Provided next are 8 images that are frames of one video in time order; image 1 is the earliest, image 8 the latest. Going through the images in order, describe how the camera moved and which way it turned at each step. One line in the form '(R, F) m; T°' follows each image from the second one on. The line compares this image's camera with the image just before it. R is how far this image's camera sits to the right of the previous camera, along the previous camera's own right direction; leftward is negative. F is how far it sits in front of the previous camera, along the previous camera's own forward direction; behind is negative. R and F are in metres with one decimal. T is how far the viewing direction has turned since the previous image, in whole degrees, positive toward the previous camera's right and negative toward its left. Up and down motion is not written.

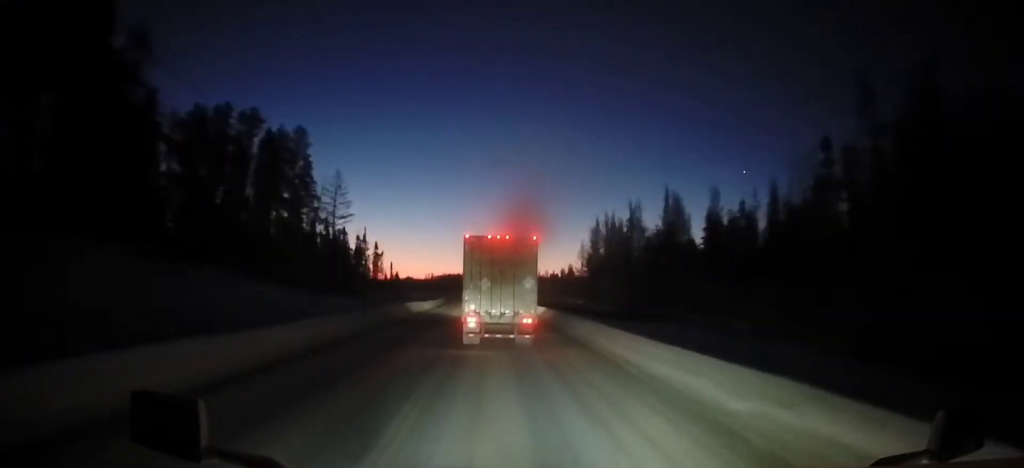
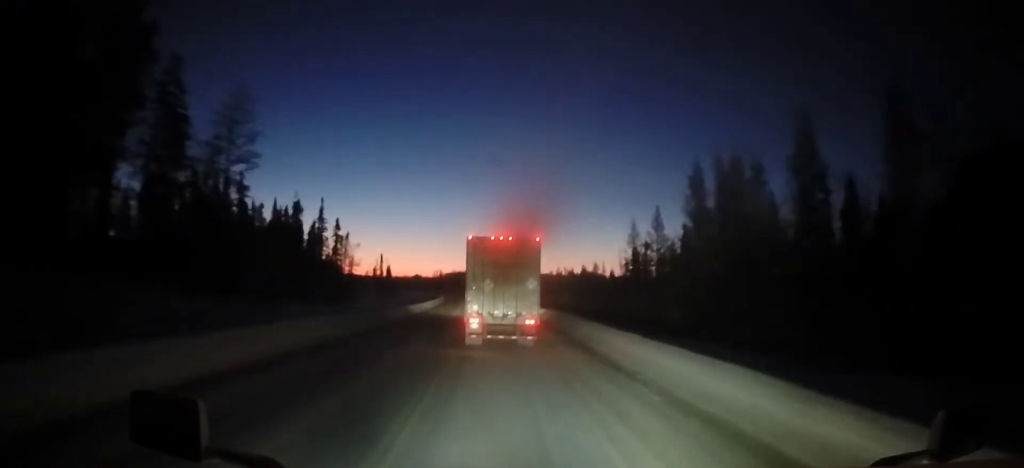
(-0.2, +38.1) m; -2°
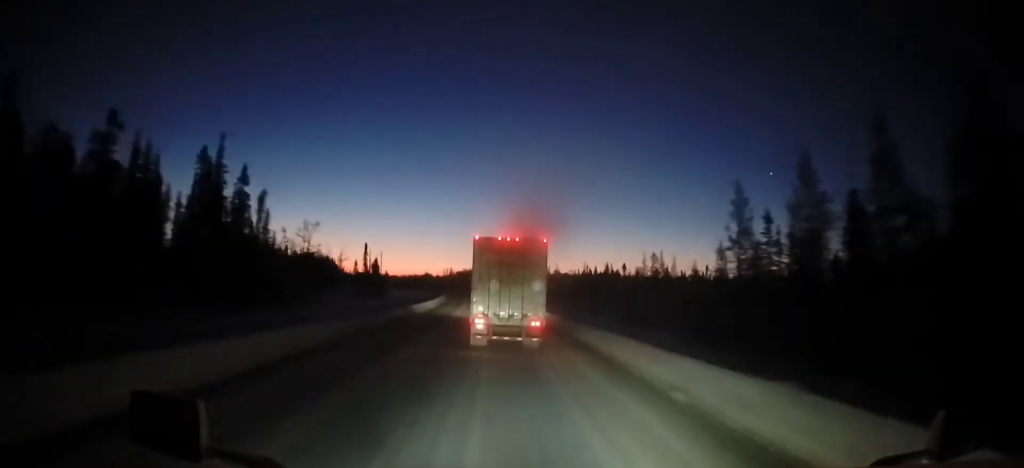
(-1.1, +36.6) m; -1°
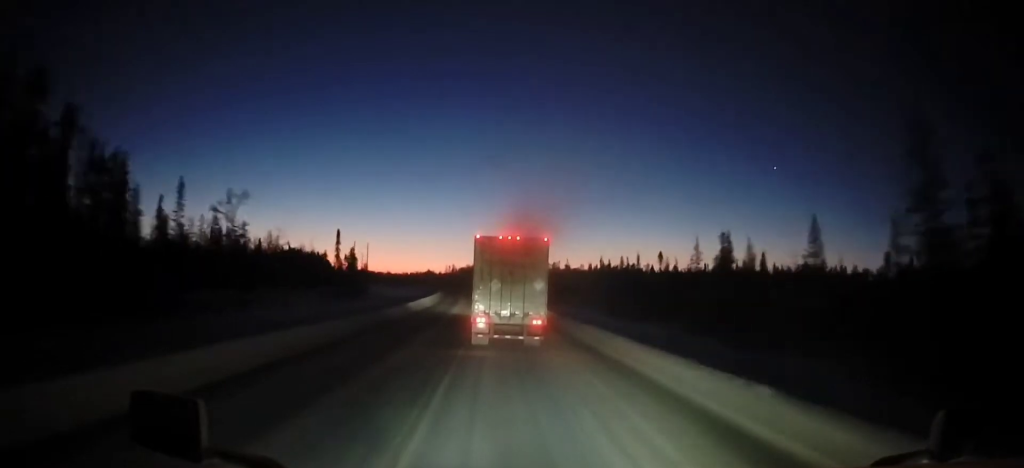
(+0.4, +26.8) m; -1°
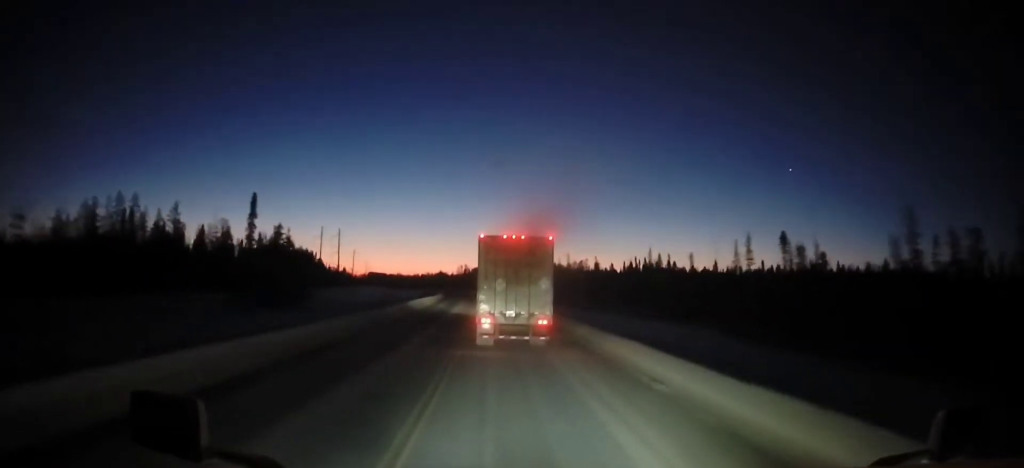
(-1.0, +43.7) m; -1°
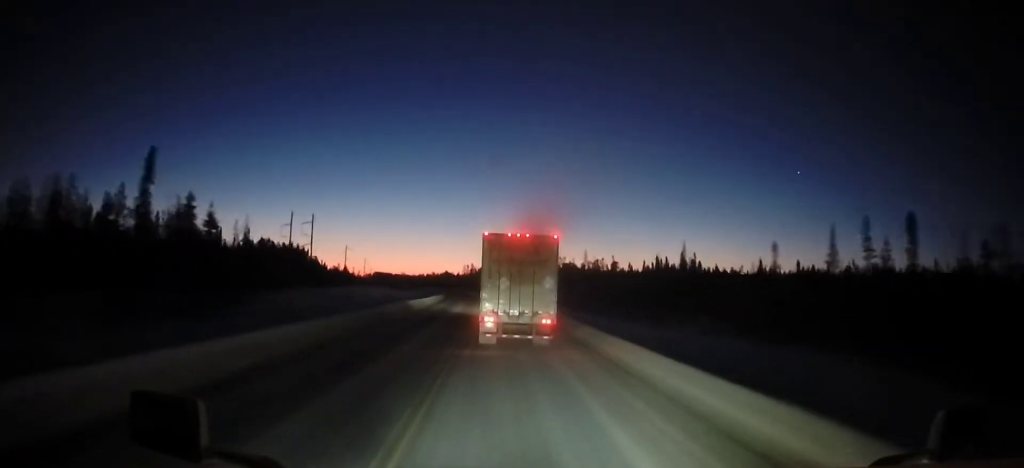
(+0.2, +22.2) m; 0°
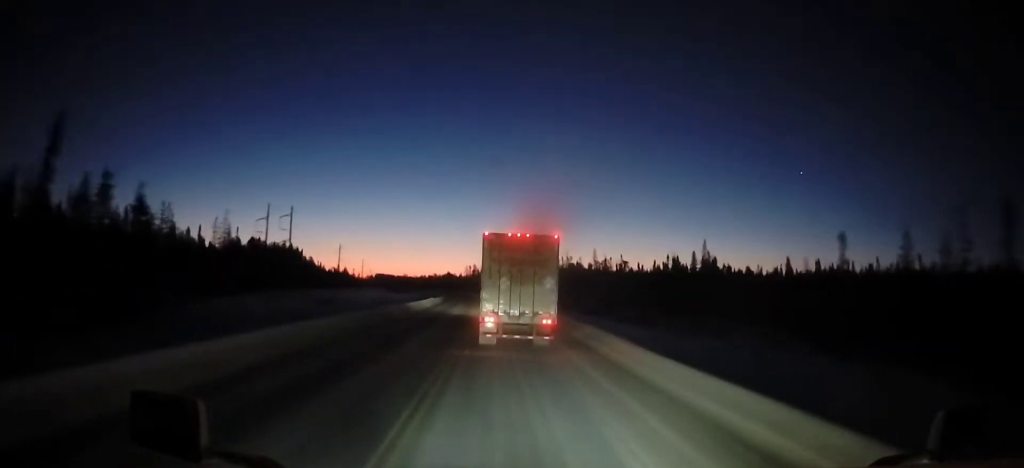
(-0.2, +11.5) m; -1°
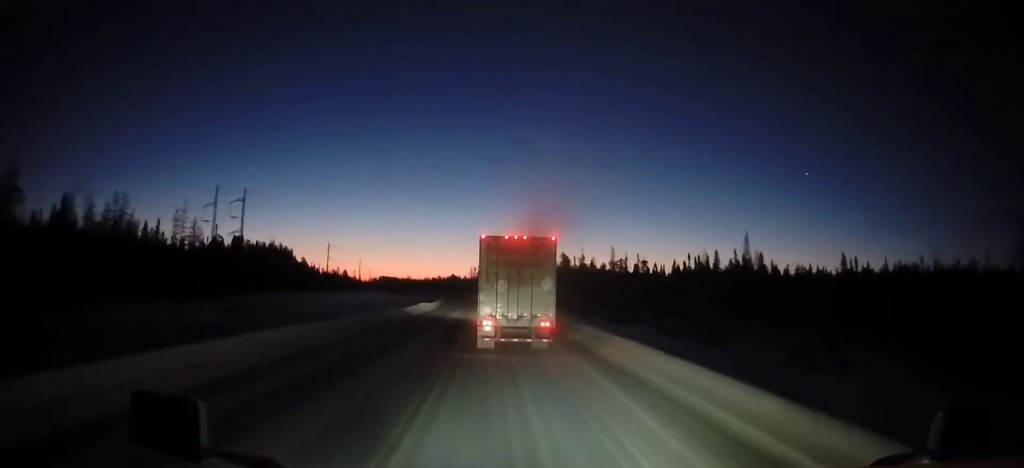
(-0.1, +18.6) m; -1°
